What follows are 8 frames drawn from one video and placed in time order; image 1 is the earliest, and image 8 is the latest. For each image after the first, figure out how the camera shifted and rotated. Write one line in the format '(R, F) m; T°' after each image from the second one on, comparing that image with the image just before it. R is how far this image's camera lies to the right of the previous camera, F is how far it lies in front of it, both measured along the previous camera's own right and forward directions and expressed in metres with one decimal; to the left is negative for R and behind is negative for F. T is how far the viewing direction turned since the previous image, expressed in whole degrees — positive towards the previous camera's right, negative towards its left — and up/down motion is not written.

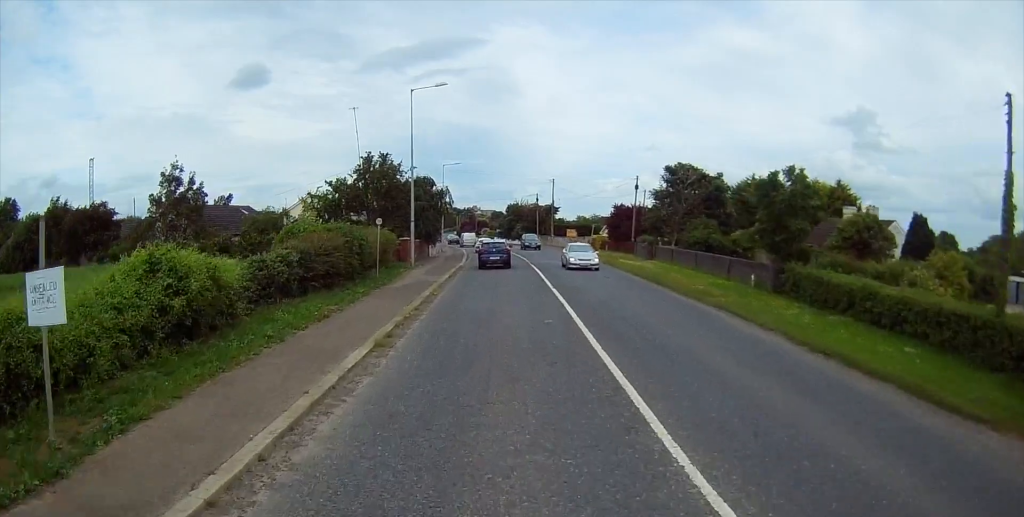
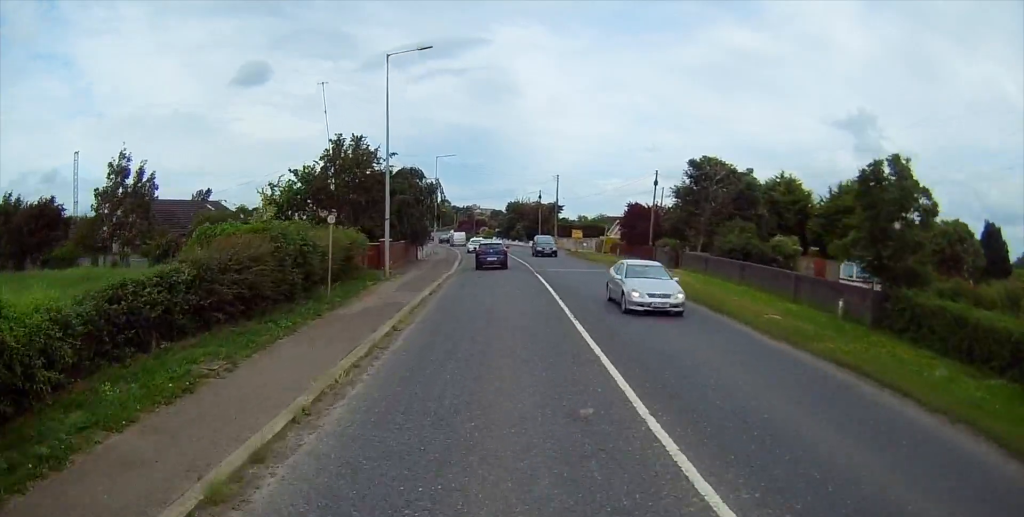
(0.0, +7.6) m; 0°
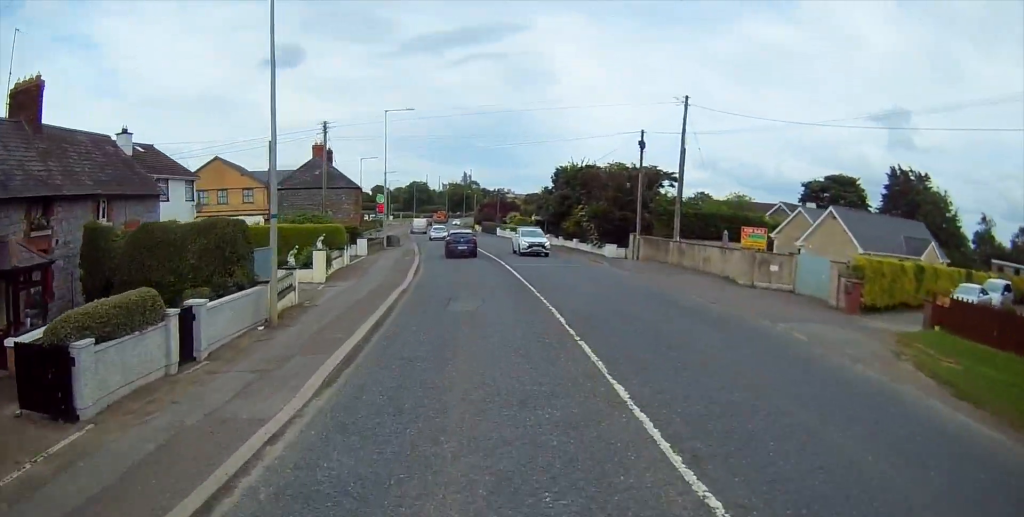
(-0.9, +52.1) m; -3°
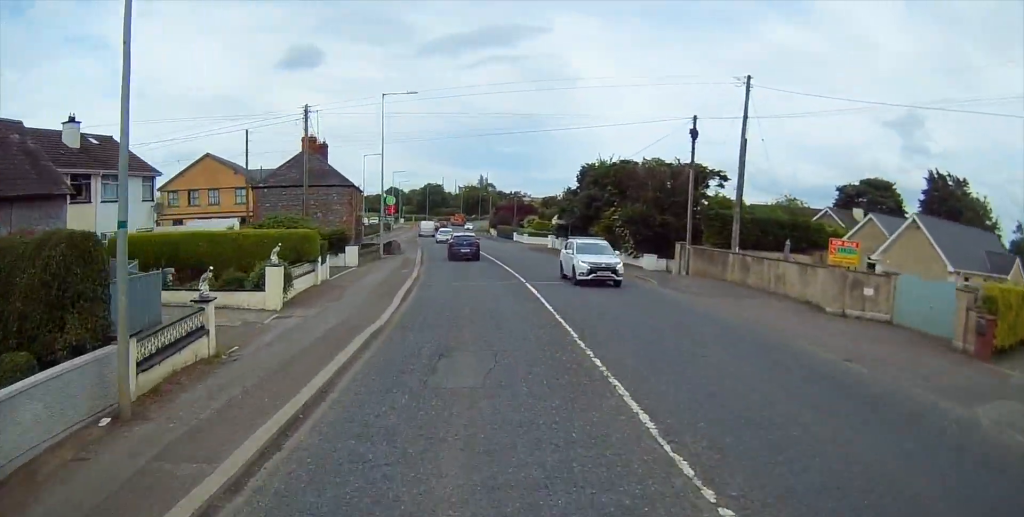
(-0.1, +7.4) m; -1°
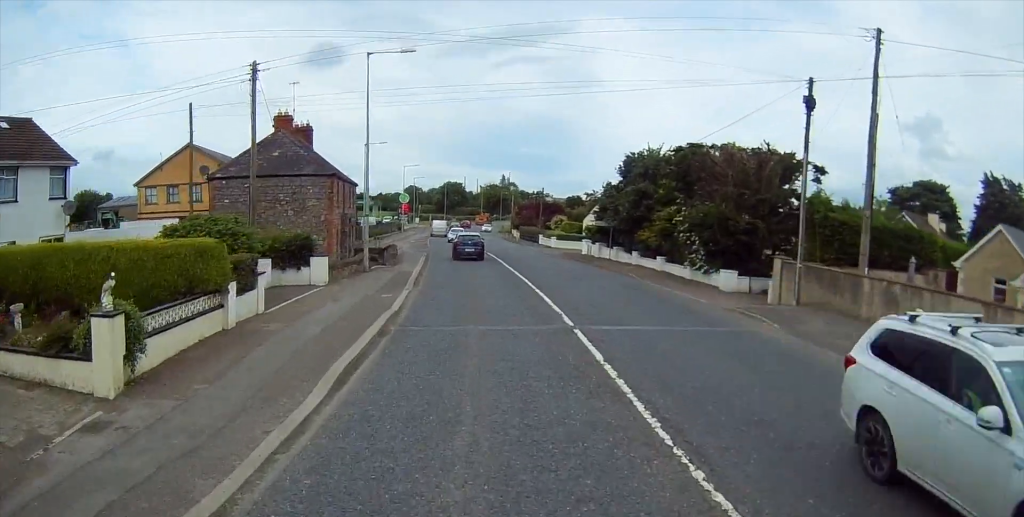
(-0.1, +10.2) m; -1°
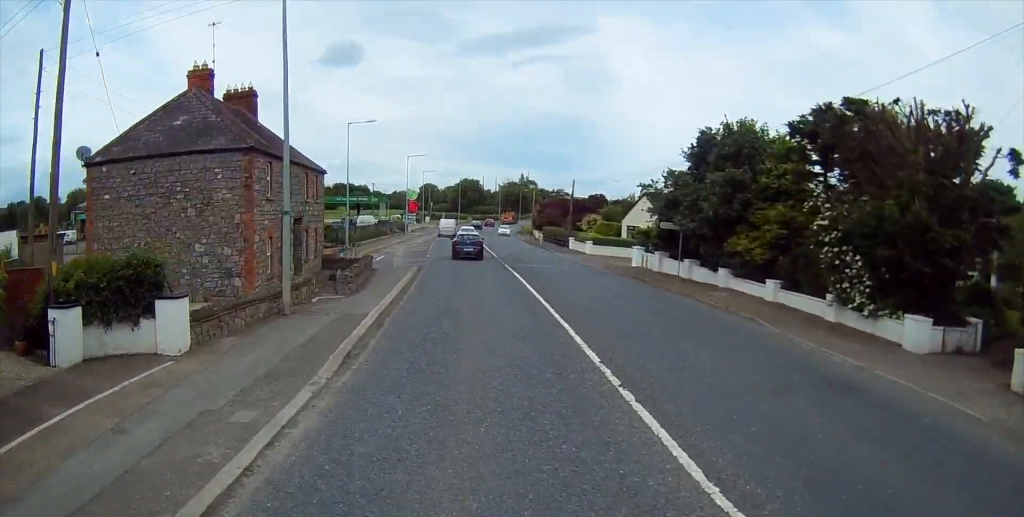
(-0.1, +13.1) m; -2°
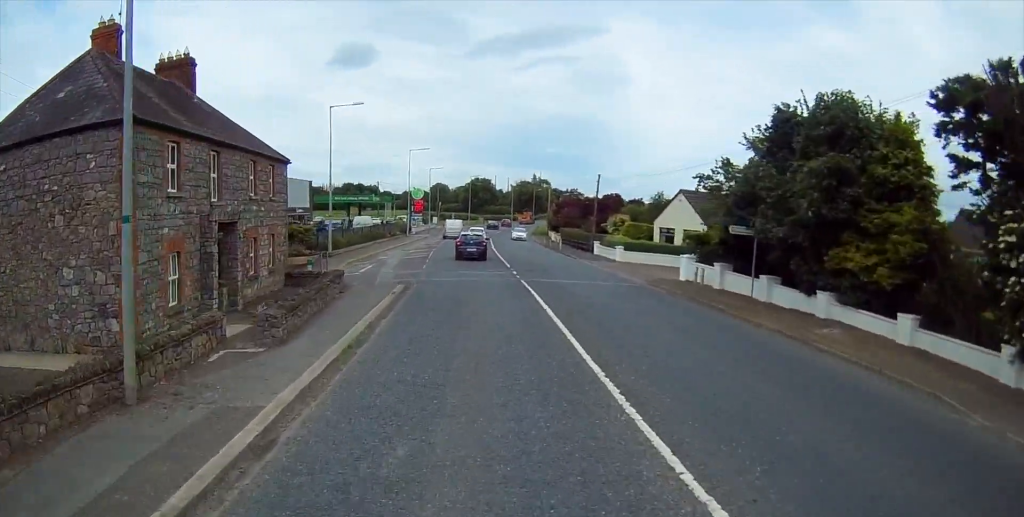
(-0.2, +8.0) m; -1°
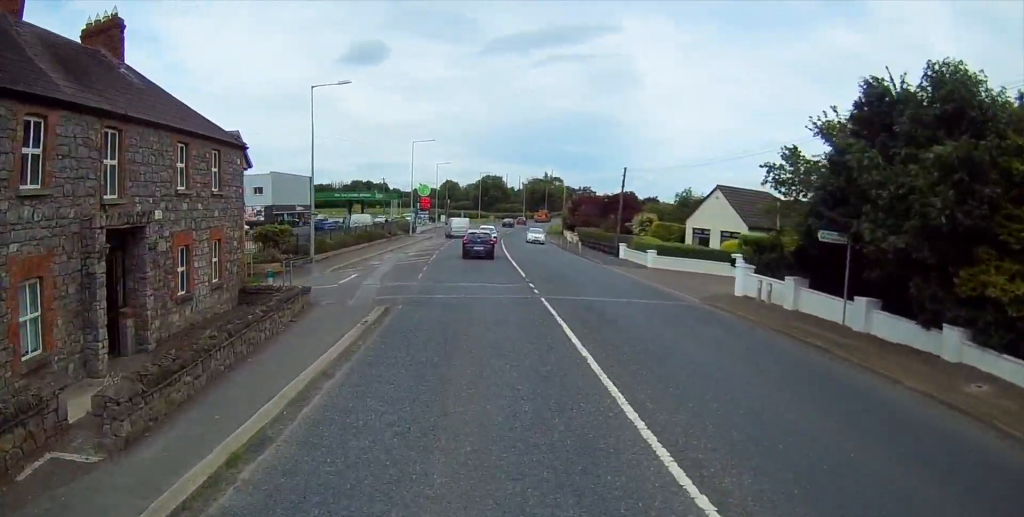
(-0.1, +6.1) m; -1°
